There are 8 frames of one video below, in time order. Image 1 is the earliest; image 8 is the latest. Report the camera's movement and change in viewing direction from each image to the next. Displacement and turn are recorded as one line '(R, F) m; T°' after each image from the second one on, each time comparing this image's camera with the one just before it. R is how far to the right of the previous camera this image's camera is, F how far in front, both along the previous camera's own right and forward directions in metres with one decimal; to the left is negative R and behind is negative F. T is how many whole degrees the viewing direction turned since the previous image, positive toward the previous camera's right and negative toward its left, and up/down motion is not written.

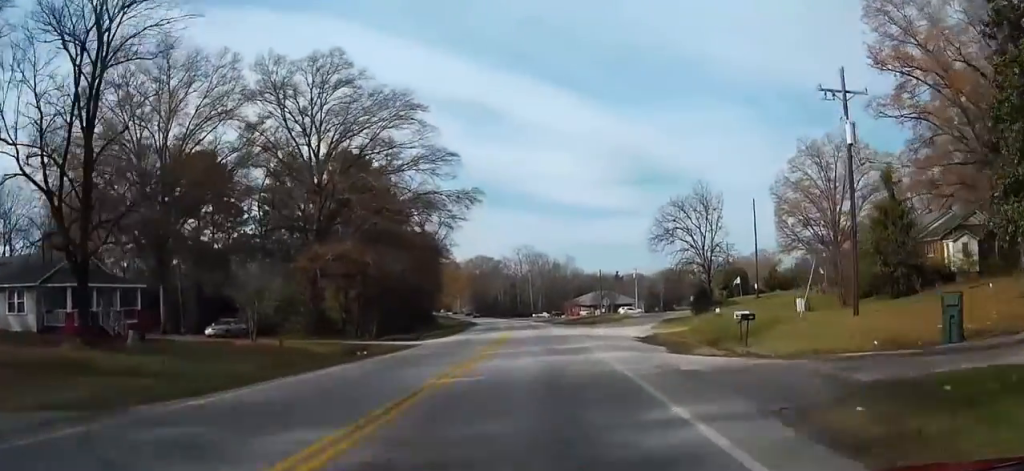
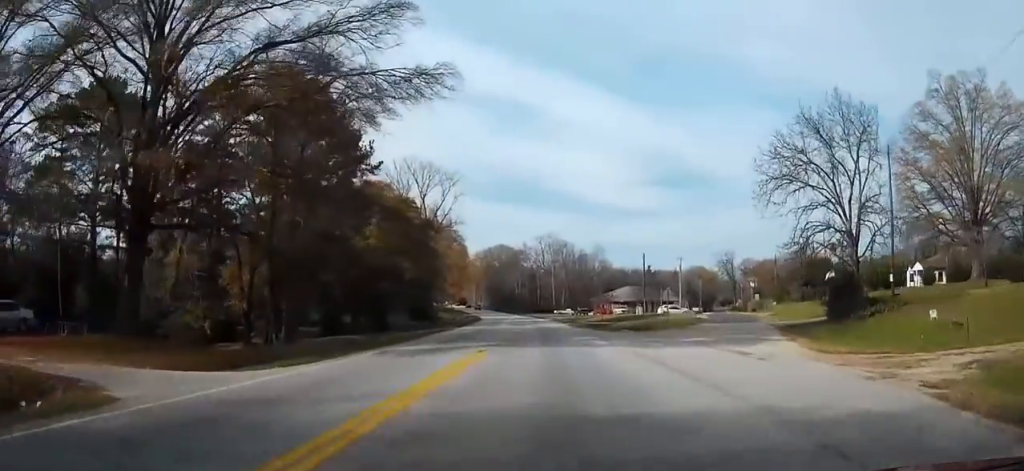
(-0.5, +28.8) m; -2°
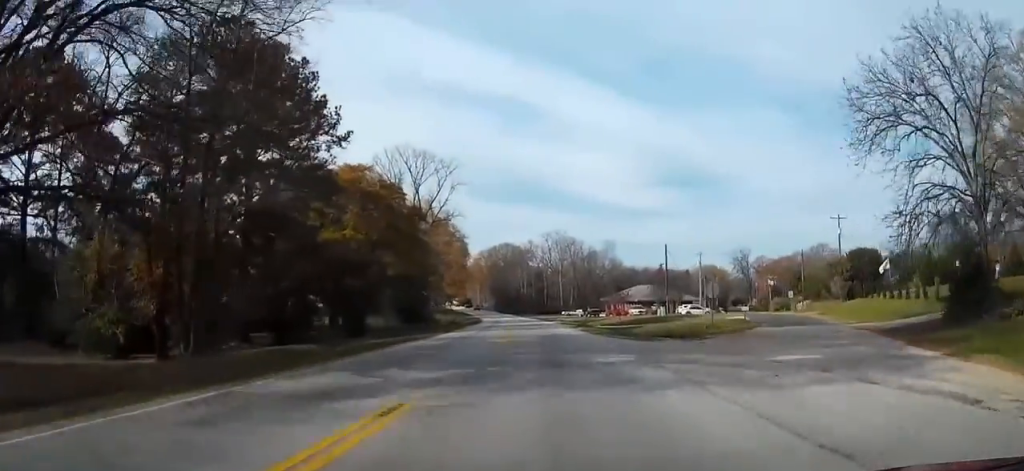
(0.0, +12.6) m; -1°
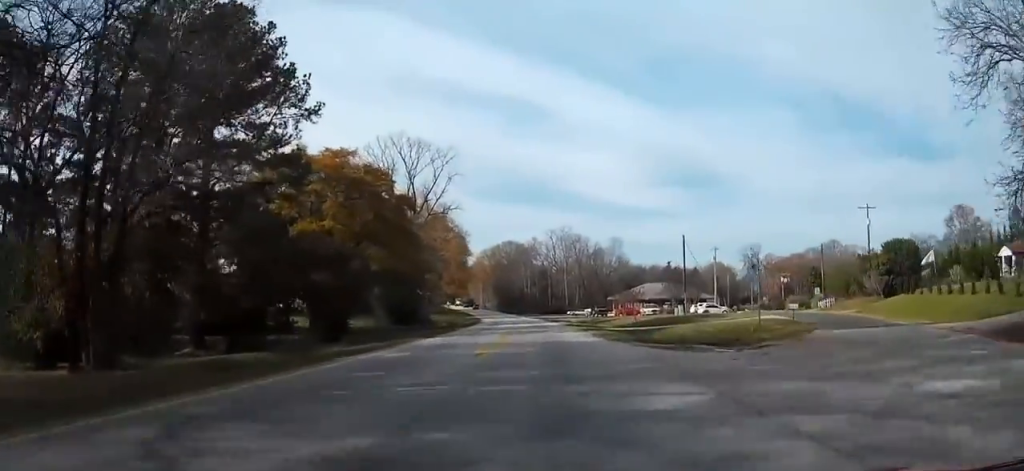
(-0.1, +8.3) m; -1°
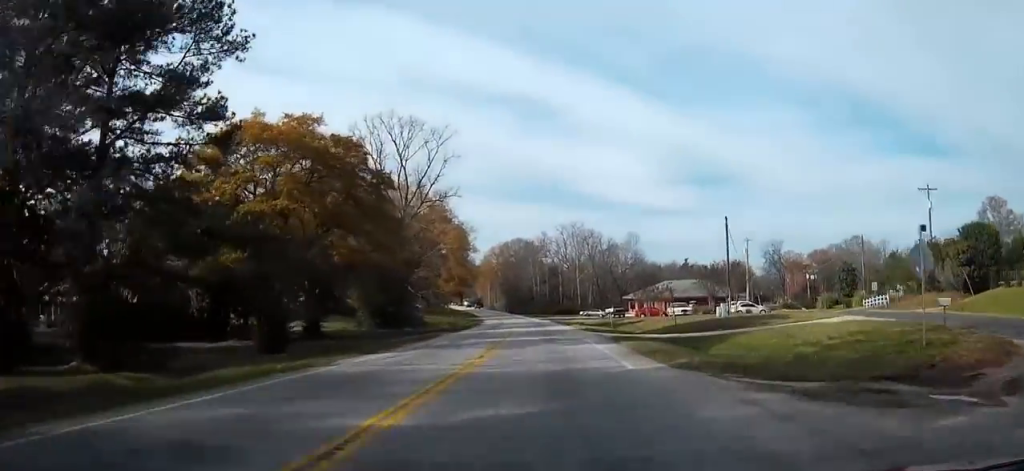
(-0.2, +14.5) m; -2°
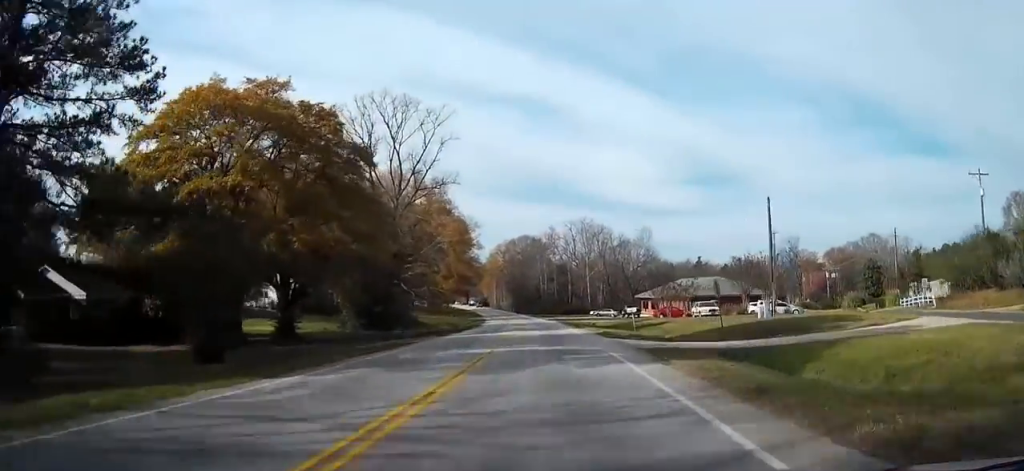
(0.0, +9.6) m; -1°
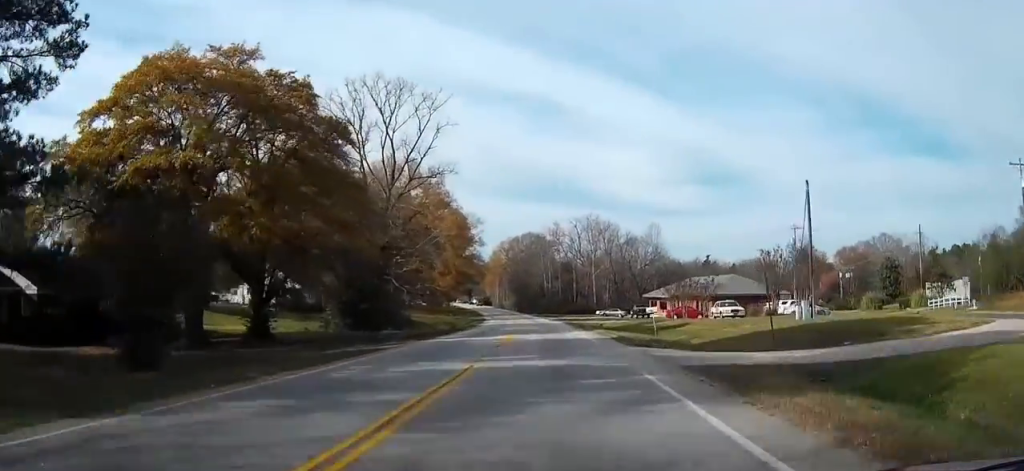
(0.0, +6.8) m; -1°
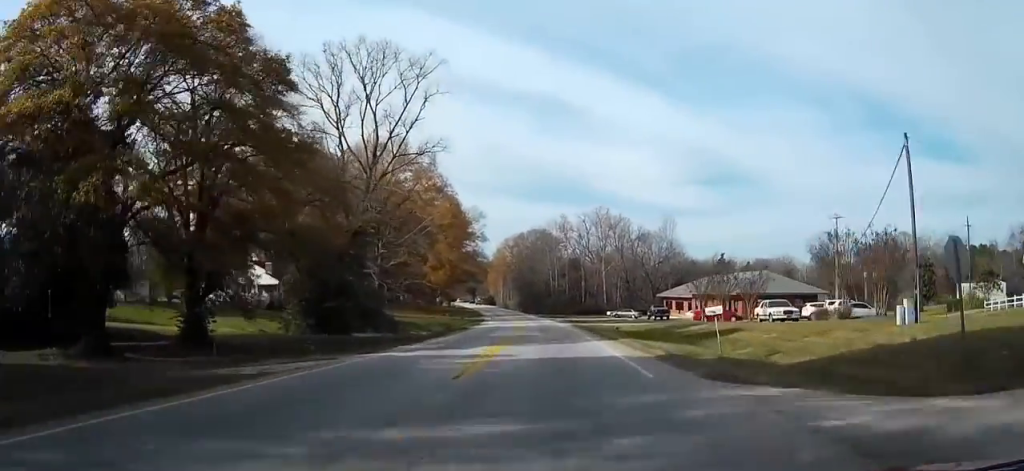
(-0.2, +12.0) m; -1°
